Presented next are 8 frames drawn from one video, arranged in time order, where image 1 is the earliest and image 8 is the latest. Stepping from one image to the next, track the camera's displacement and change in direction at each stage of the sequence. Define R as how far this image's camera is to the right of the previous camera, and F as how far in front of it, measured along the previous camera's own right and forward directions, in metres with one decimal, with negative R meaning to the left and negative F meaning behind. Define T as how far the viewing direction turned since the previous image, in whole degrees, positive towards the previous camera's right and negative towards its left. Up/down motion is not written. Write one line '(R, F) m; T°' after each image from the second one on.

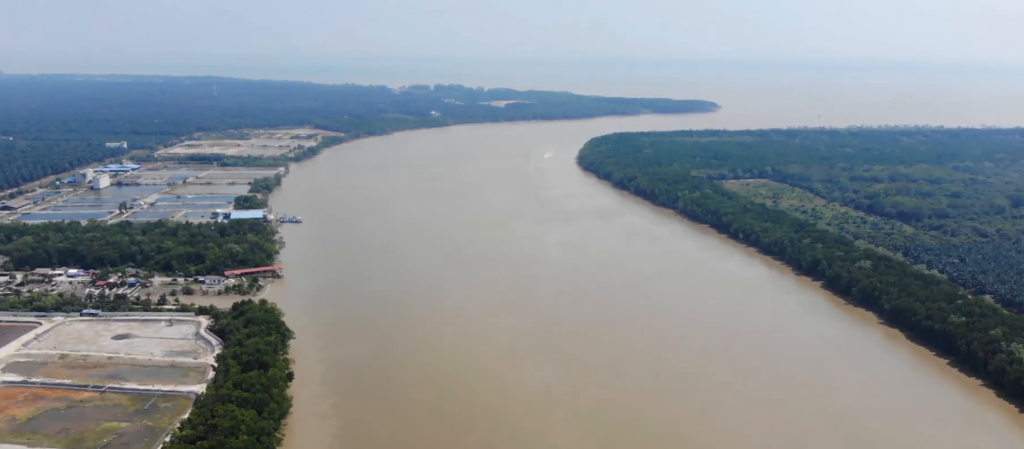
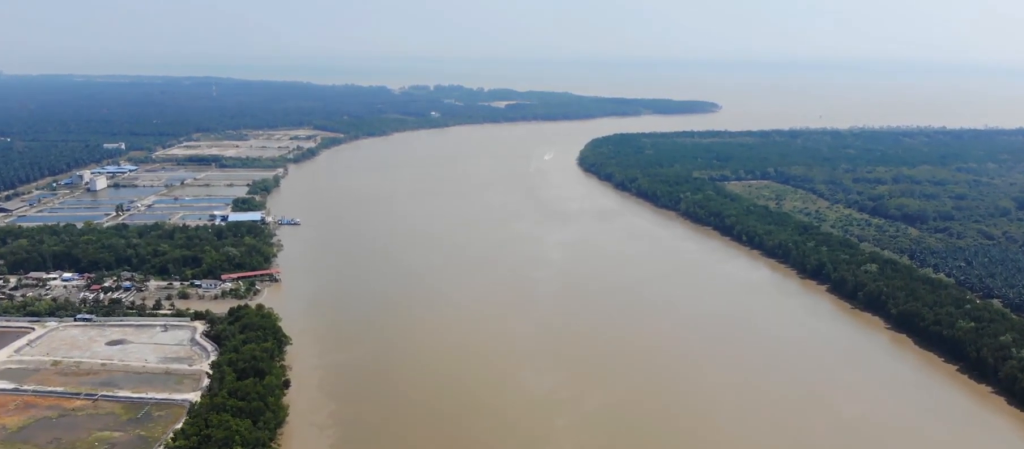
(0.0, +8.9) m; 0°
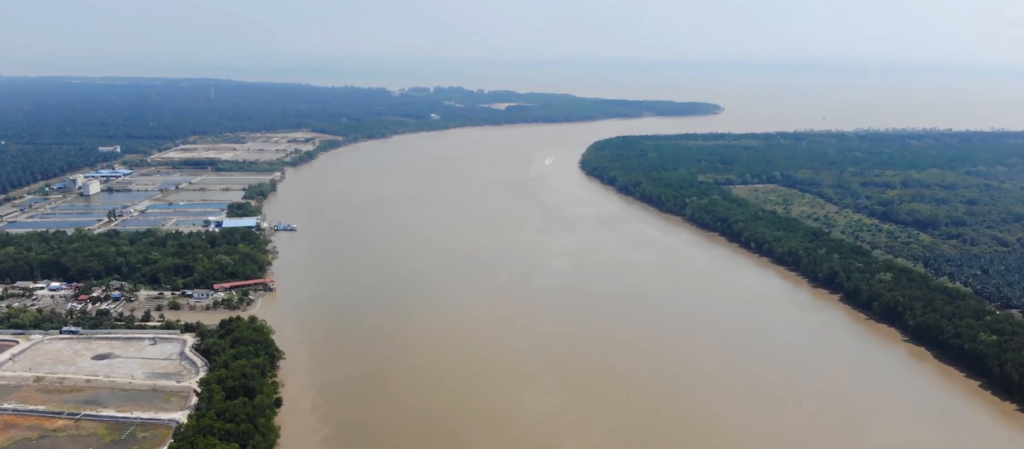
(+0.1, +20.0) m; 0°
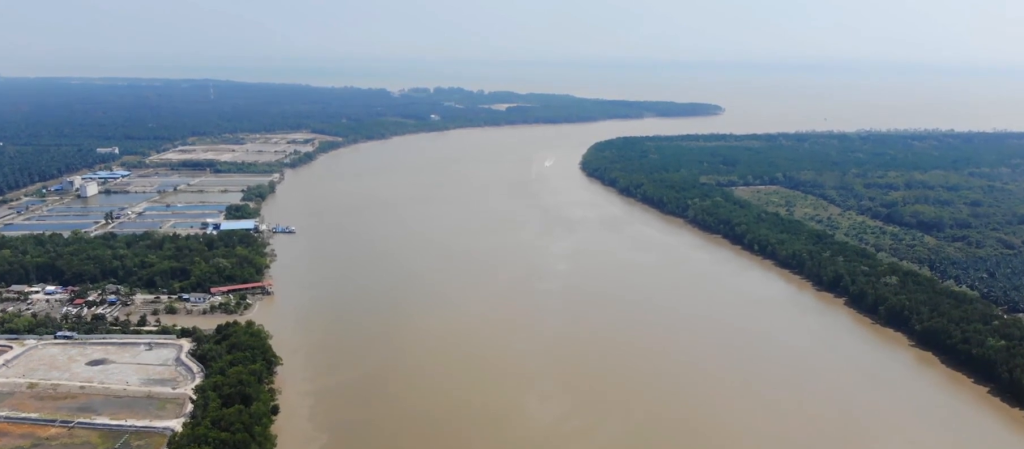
(0.0, +7.3) m; 0°
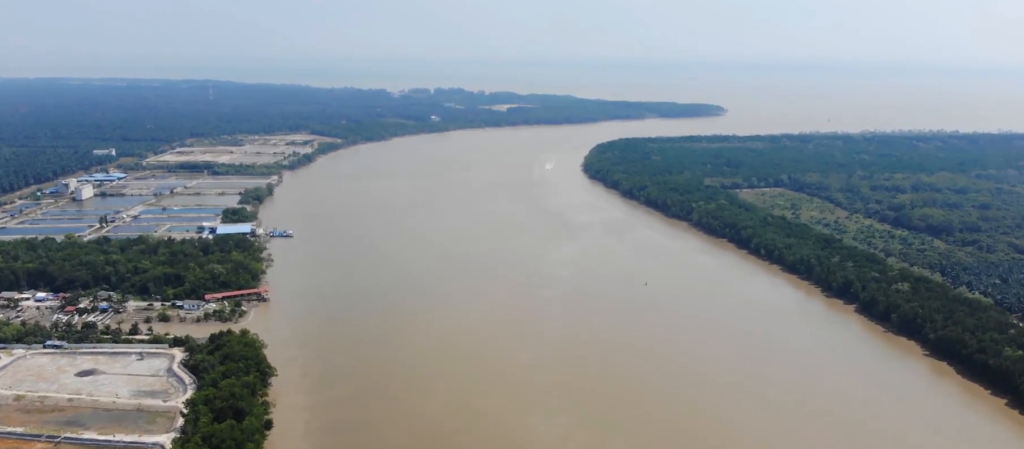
(0.0, +14.2) m; -1°
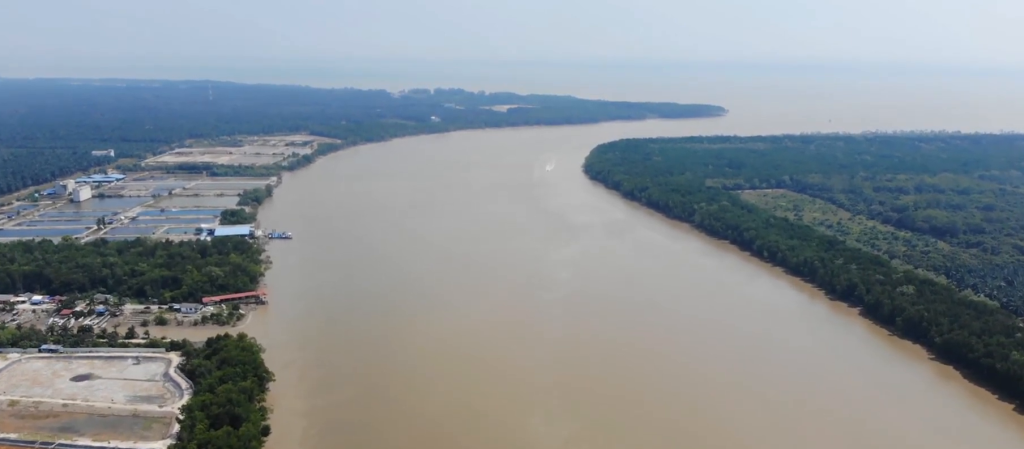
(0.0, +5.8) m; 0°
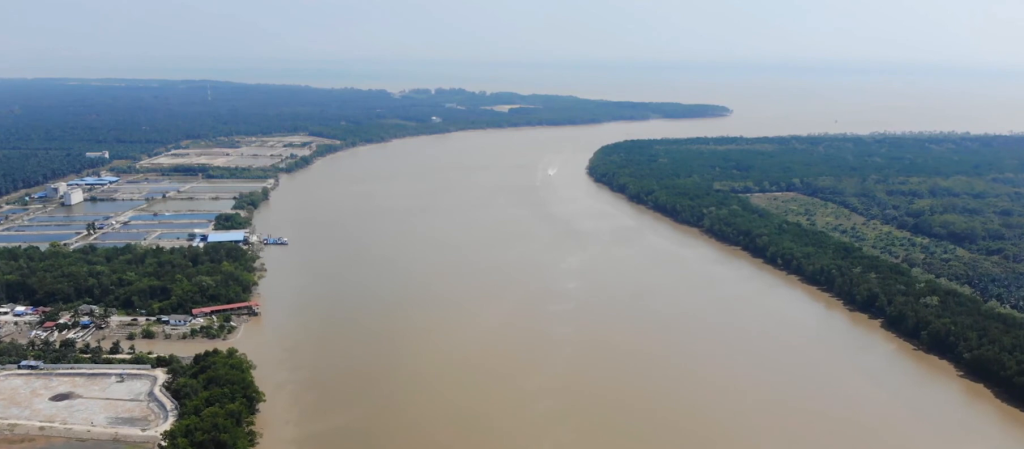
(-0.2, +25.8) m; -1°
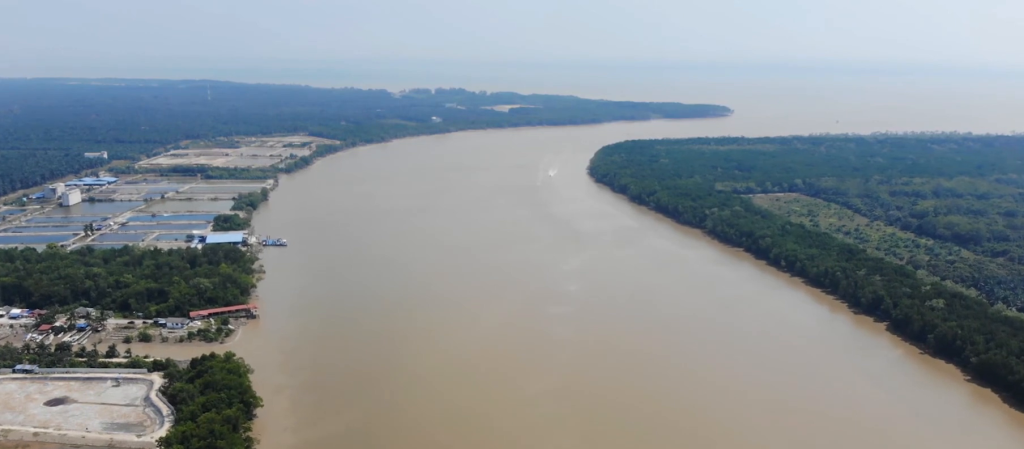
(0.0, +6.2) m; 0°
